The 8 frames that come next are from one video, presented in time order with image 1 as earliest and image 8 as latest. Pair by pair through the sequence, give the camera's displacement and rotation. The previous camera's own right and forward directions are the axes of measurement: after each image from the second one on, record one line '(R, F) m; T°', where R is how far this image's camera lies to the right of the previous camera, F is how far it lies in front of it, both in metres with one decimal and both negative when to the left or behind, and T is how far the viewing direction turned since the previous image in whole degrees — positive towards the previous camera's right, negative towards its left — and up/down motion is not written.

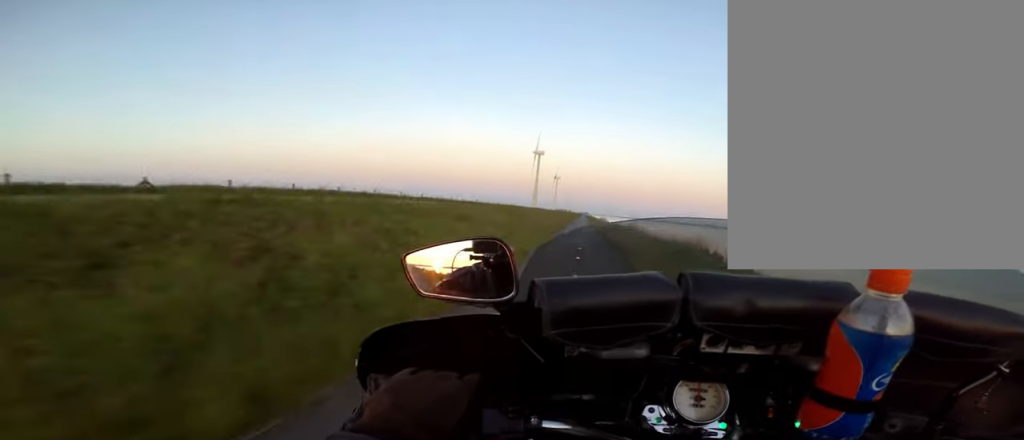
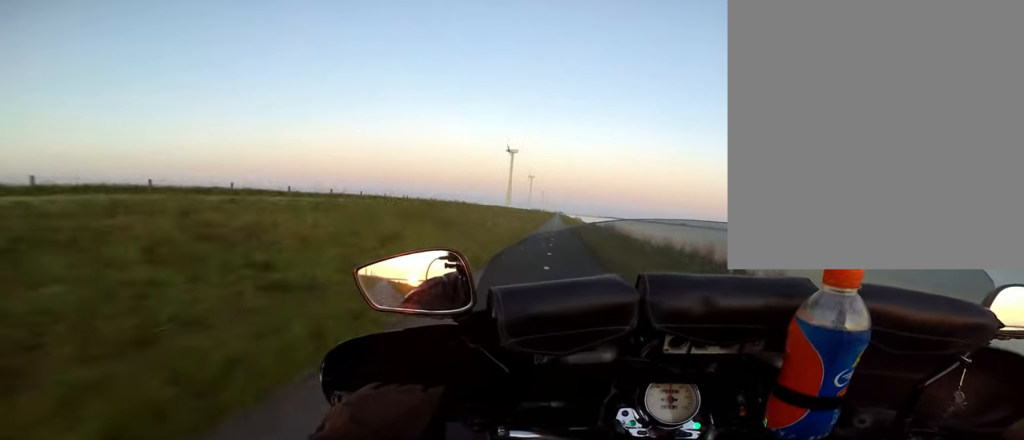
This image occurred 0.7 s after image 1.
(+0.4, +11.1) m; 0°
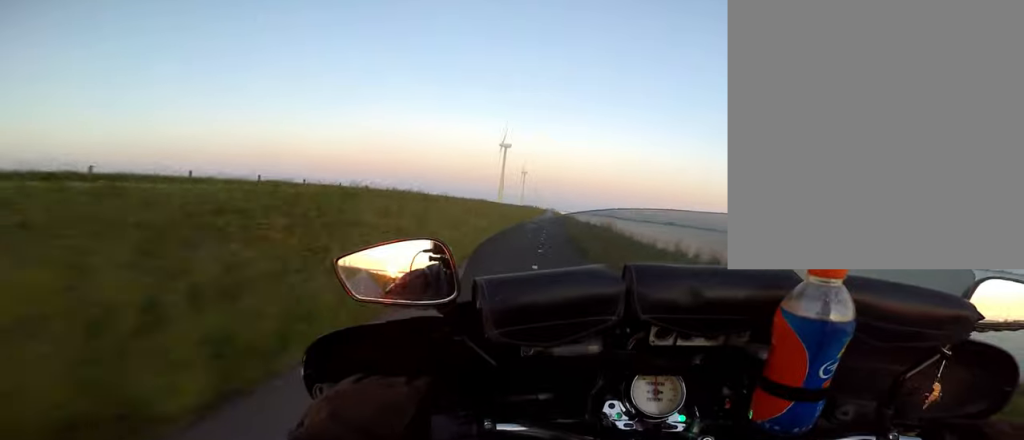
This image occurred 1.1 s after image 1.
(+0.4, +6.6) m; 0°
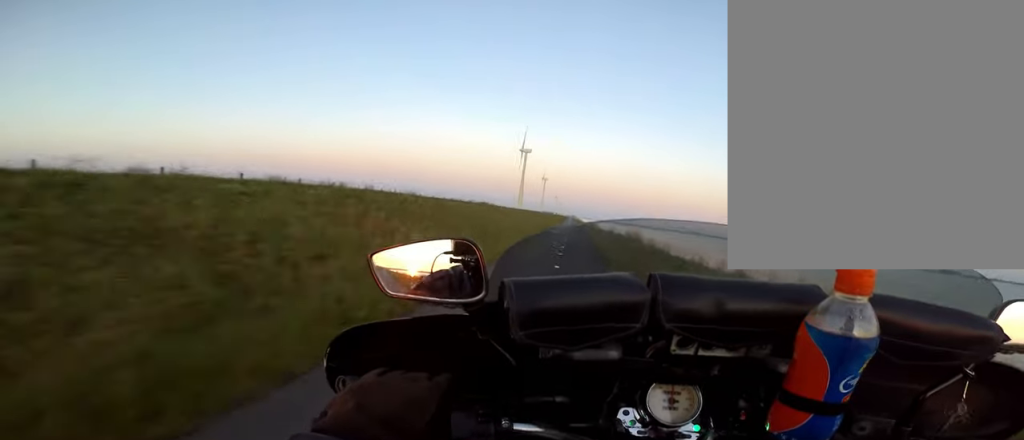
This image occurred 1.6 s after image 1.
(-0.4, +7.9) m; 0°
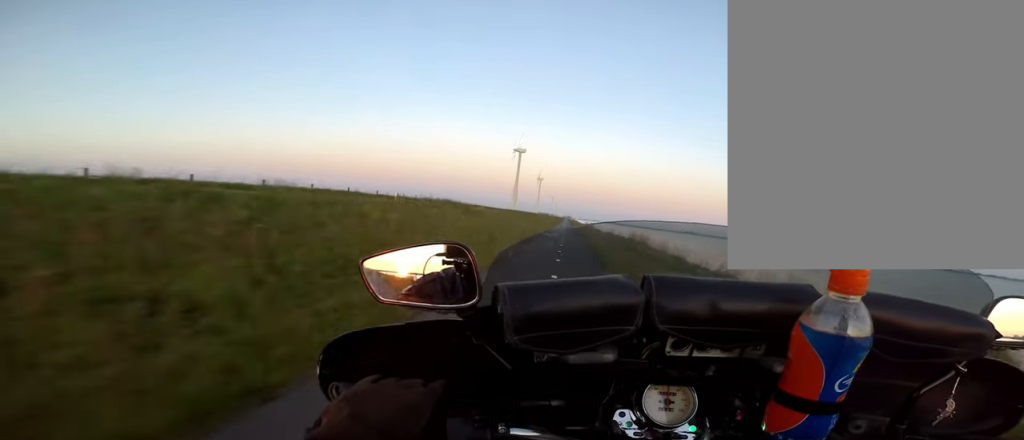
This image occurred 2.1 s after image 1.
(-0.5, +7.2) m; 0°
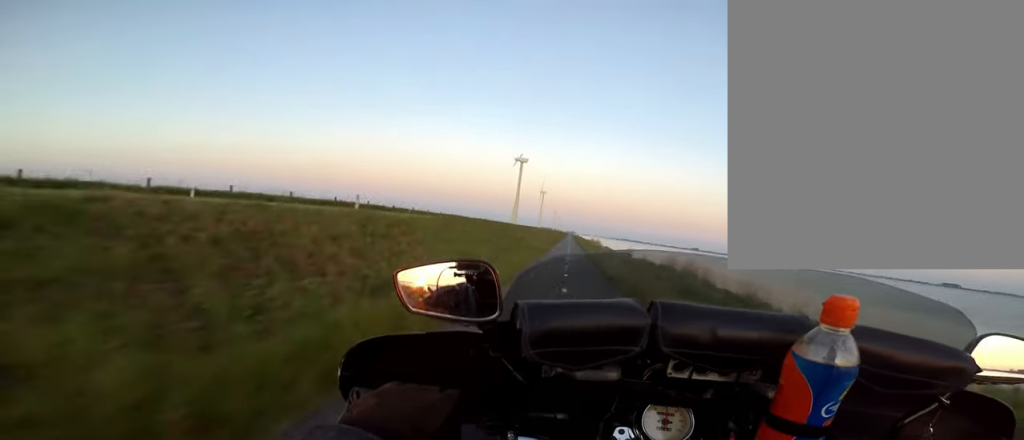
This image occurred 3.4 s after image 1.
(+1.2, +20.7) m; +3°
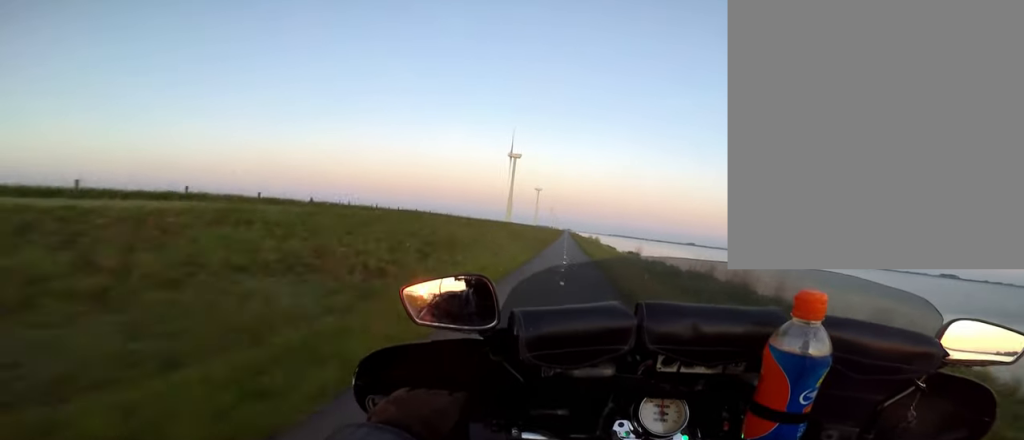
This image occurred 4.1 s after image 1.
(+0.1, +11.4) m; -3°
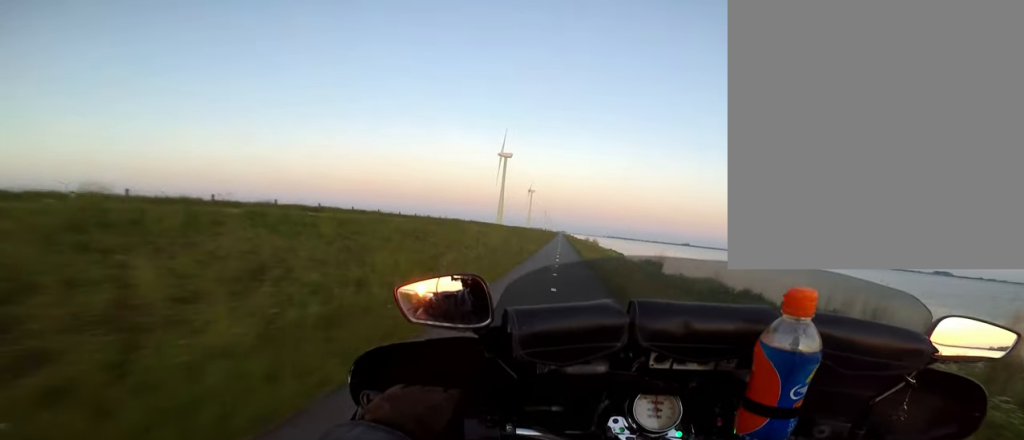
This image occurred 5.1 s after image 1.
(-1.0, +16.0) m; 0°
